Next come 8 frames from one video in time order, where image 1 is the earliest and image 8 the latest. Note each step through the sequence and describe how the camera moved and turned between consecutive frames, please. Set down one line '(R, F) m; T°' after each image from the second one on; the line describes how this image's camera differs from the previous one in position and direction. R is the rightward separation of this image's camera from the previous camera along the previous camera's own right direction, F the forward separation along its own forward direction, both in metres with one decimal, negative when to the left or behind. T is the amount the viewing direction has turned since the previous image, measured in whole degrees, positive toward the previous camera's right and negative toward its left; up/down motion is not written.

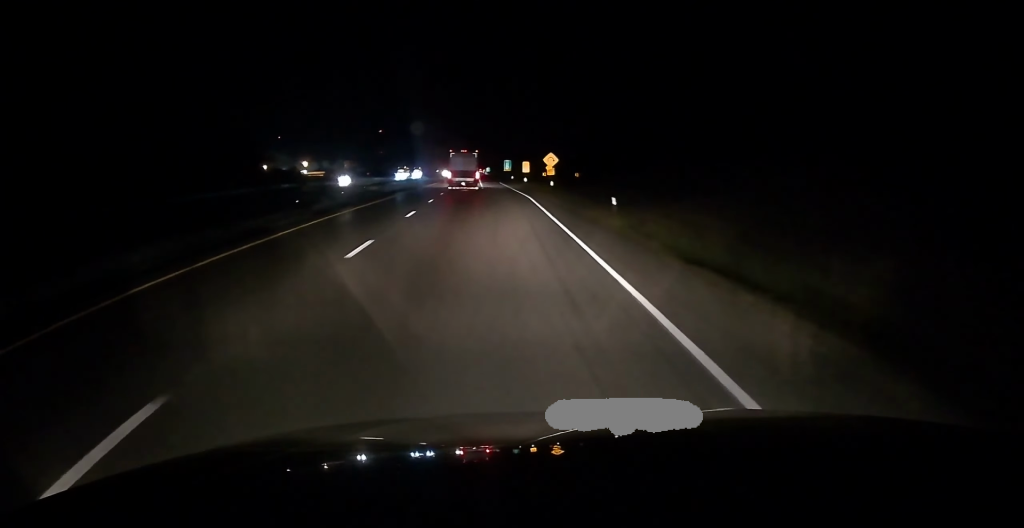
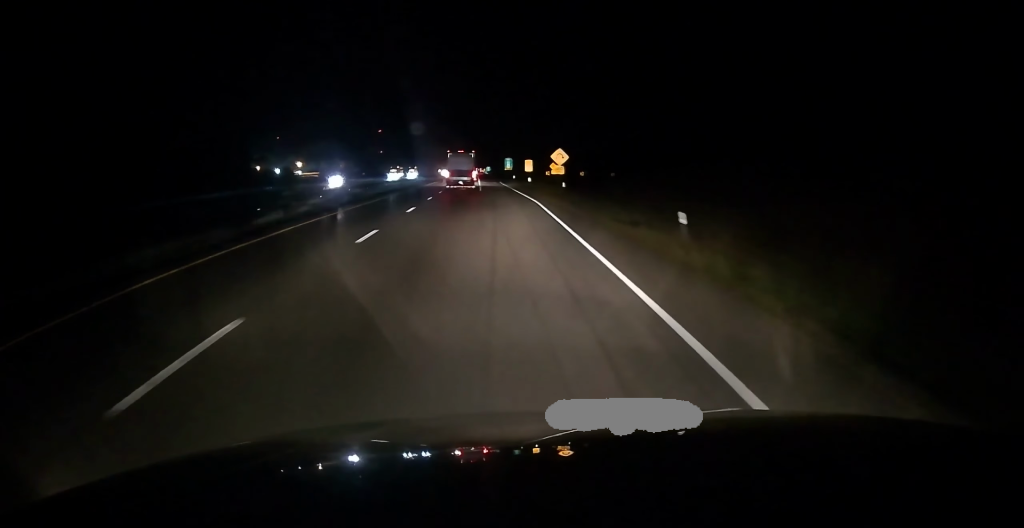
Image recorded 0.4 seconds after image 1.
(-0.2, +10.0) m; 0°
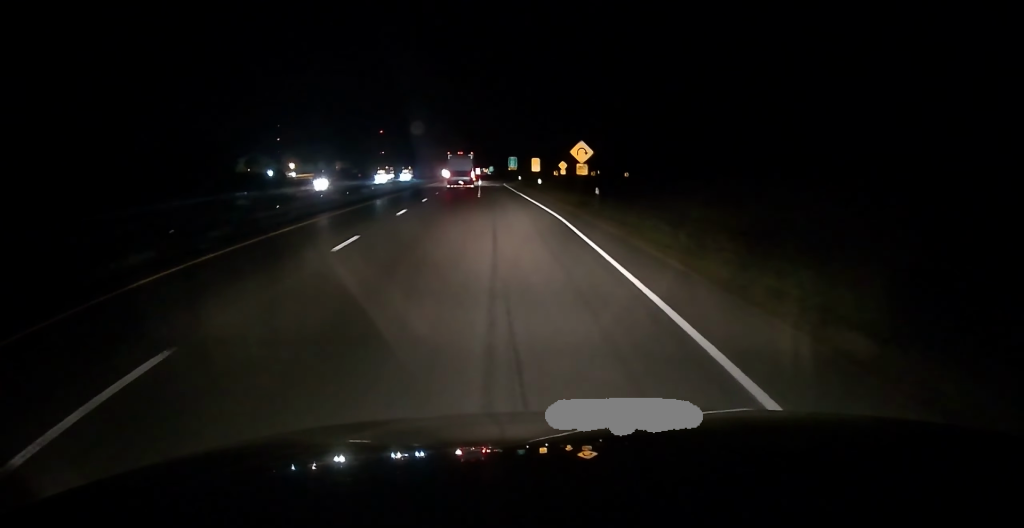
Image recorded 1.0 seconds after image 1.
(+0.3, +14.4) m; 0°
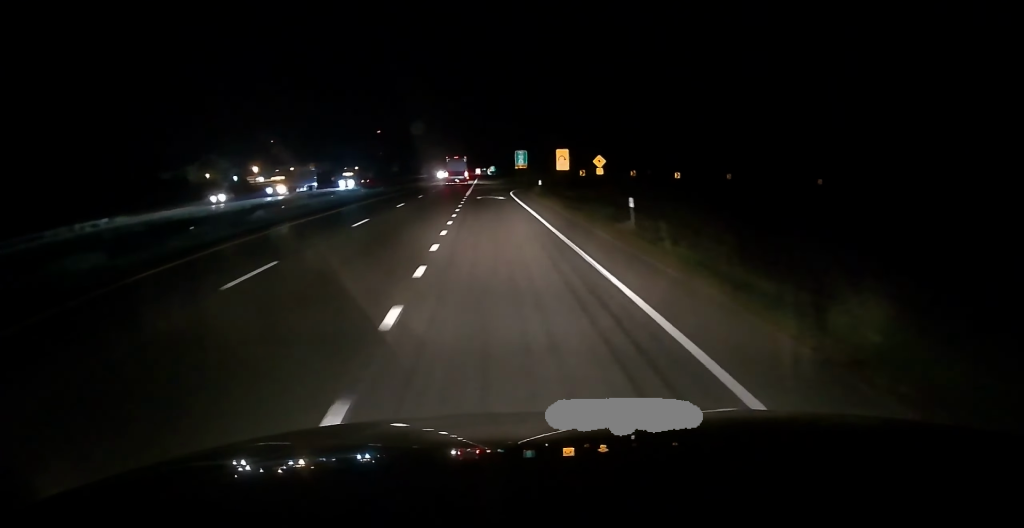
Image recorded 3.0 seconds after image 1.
(-0.1, +44.1) m; 0°
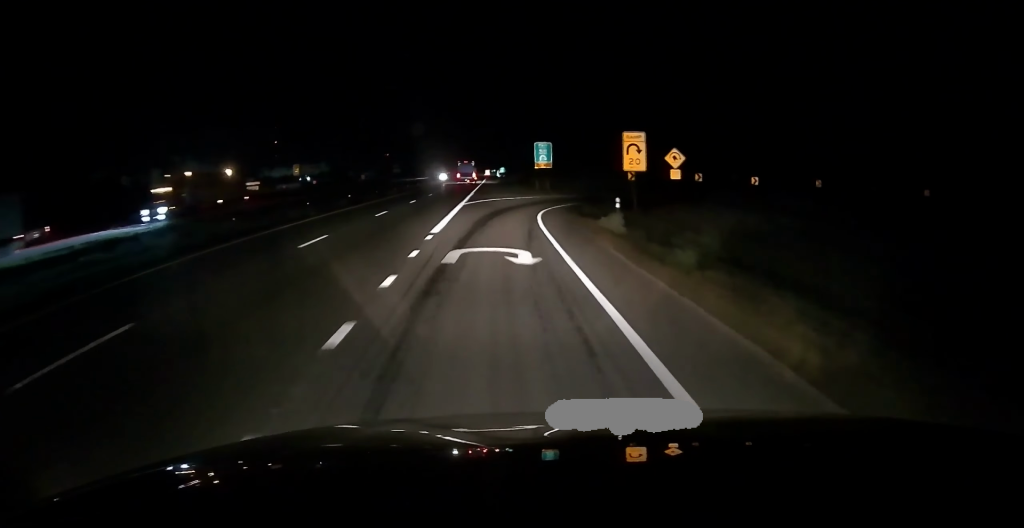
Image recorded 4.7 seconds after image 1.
(+0.6, +33.6) m; +1°
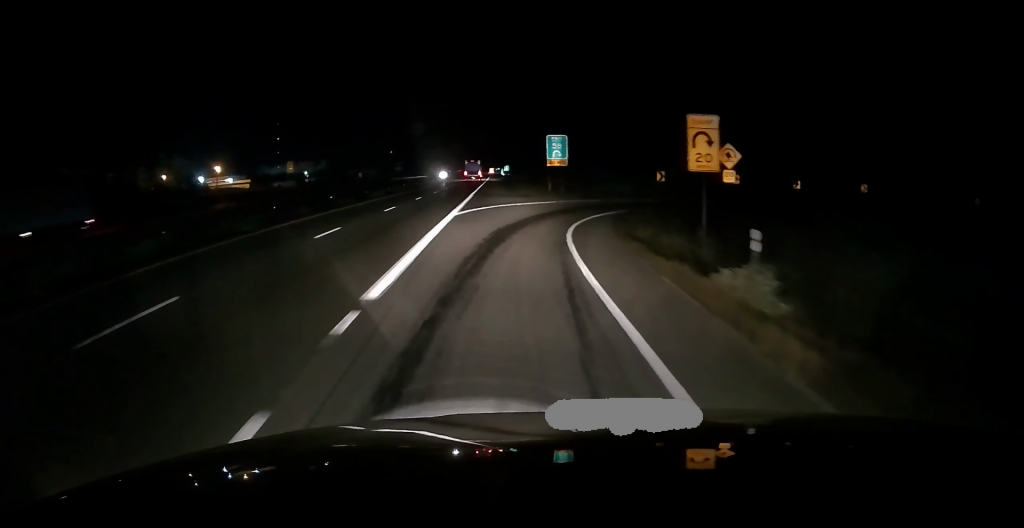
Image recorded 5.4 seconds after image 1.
(-0.1, +12.2) m; 0°
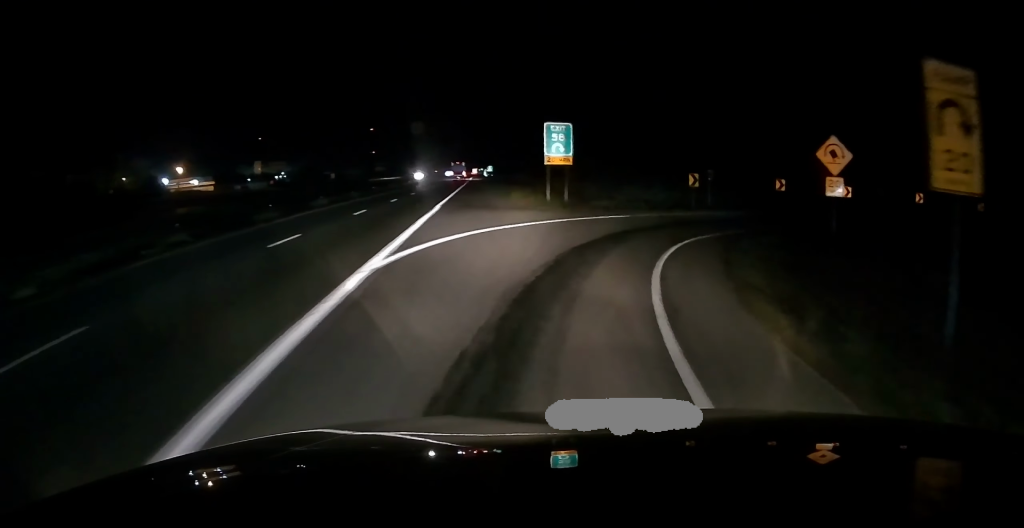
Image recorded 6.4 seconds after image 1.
(-0.1, +16.3) m; -3°
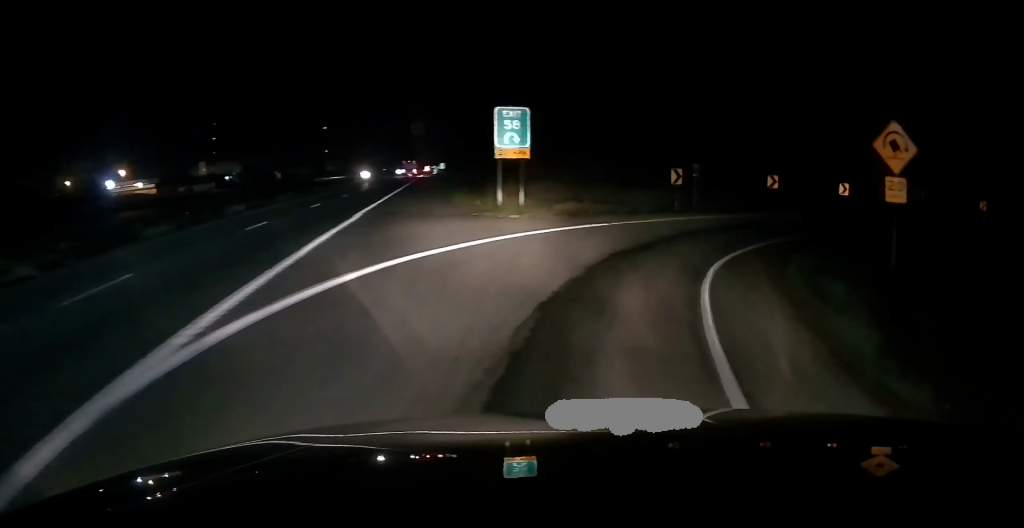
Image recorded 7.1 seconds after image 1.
(-0.4, +8.3) m; +1°
